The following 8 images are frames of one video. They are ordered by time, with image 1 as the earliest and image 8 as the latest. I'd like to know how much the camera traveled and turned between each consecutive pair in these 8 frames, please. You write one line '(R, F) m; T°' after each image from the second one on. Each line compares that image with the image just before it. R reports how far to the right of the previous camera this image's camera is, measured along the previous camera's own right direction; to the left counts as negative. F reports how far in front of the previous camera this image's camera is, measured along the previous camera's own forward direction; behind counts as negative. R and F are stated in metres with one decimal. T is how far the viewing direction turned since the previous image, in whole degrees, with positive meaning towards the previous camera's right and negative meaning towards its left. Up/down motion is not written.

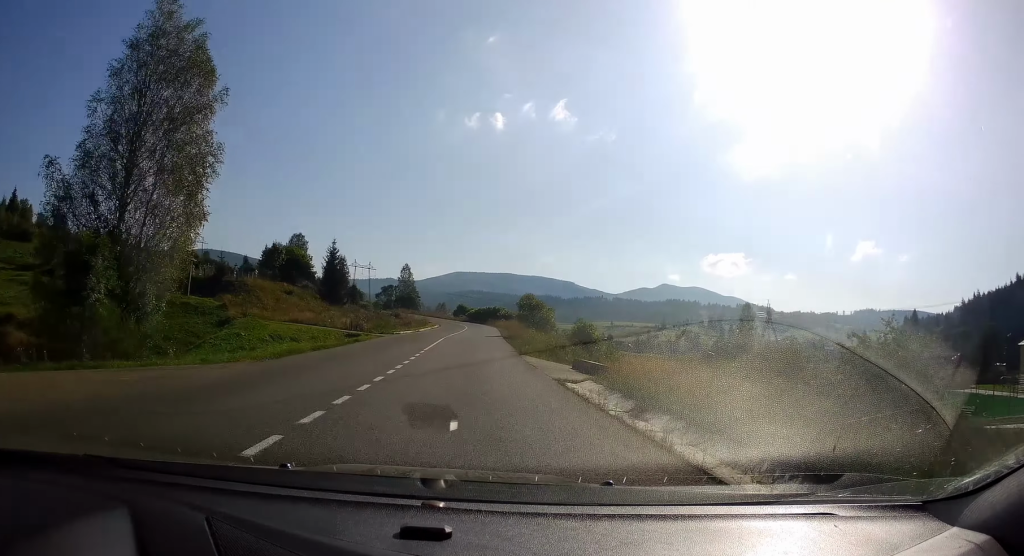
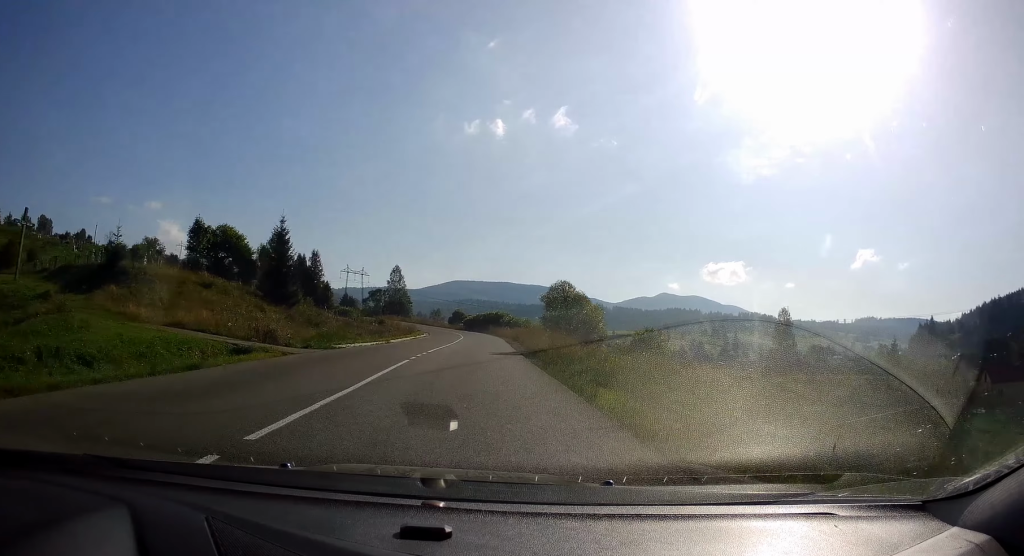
(-0.6, +20.9) m; -3°
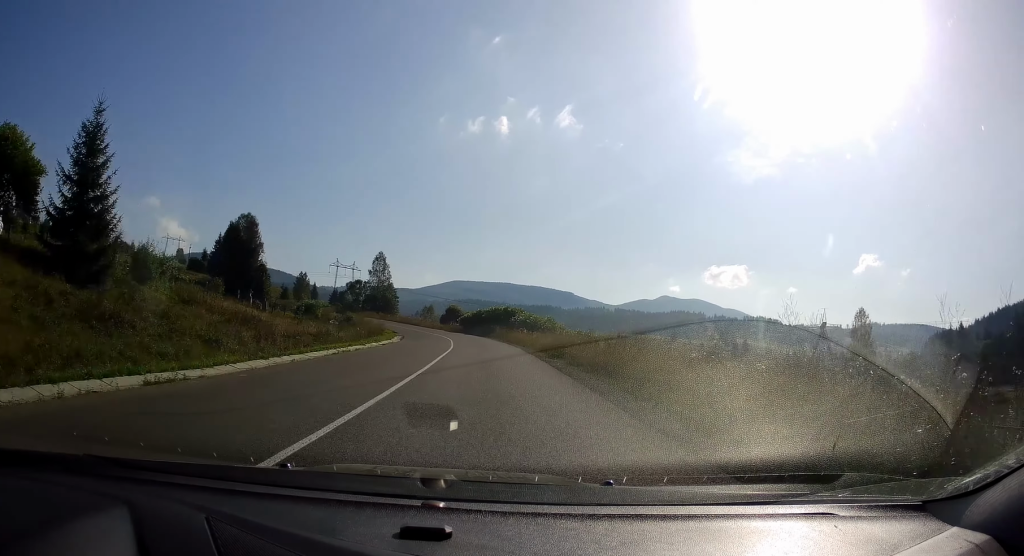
(-0.2, +31.0) m; -2°
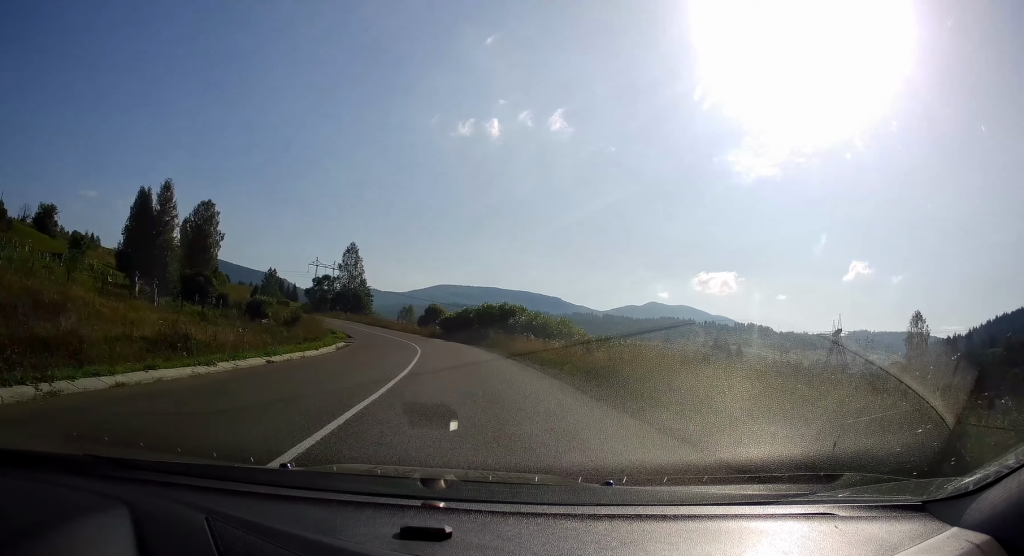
(-0.3, +19.7) m; -1°
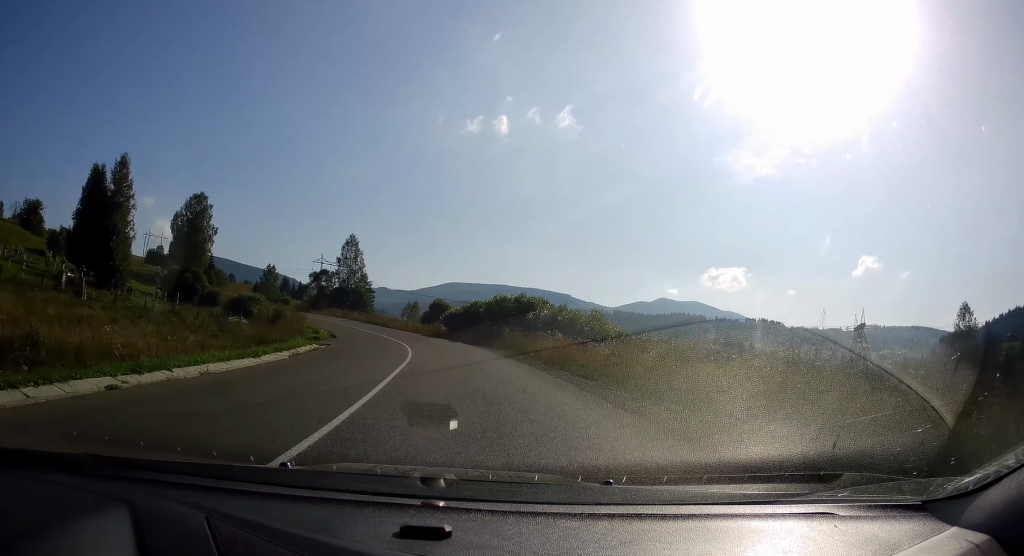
(0.0, +9.5) m; -1°
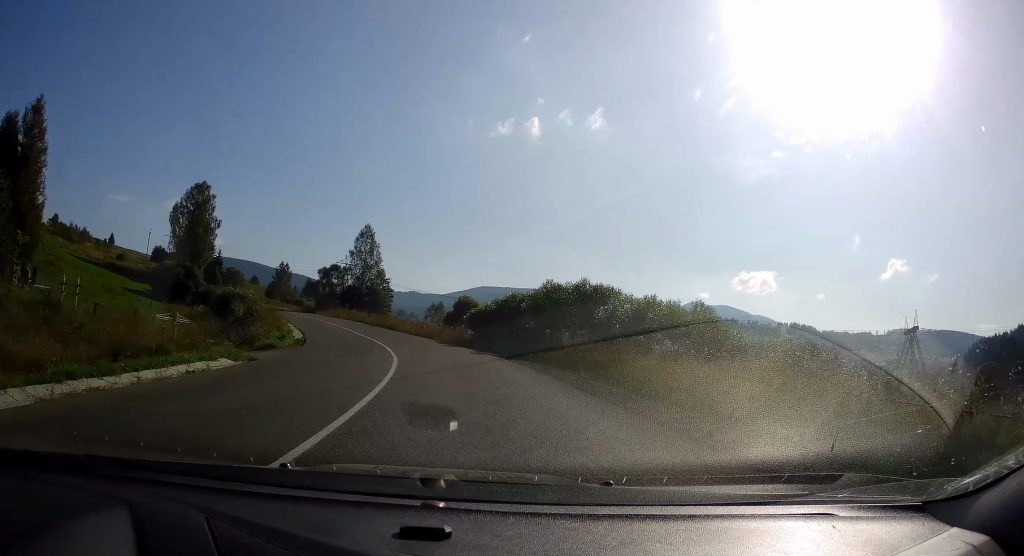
(+0.1, +14.7) m; -3°
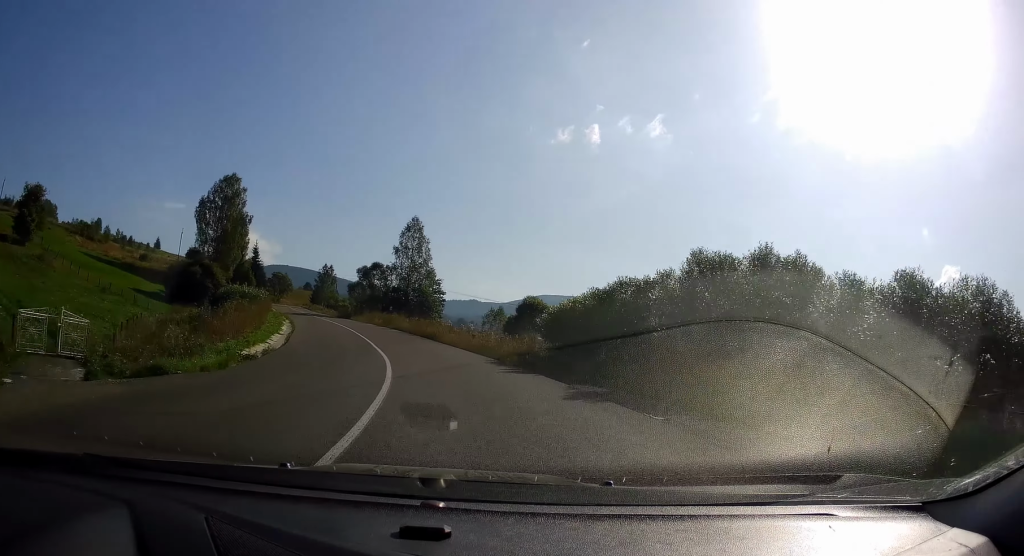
(-0.8, +14.0) m; -4°
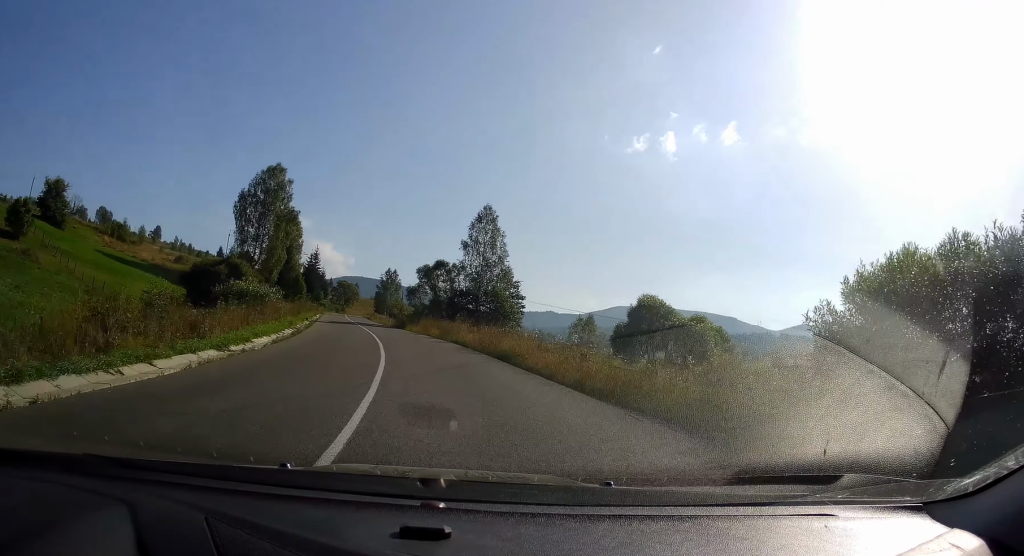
(-0.6, +15.7) m; -7°
